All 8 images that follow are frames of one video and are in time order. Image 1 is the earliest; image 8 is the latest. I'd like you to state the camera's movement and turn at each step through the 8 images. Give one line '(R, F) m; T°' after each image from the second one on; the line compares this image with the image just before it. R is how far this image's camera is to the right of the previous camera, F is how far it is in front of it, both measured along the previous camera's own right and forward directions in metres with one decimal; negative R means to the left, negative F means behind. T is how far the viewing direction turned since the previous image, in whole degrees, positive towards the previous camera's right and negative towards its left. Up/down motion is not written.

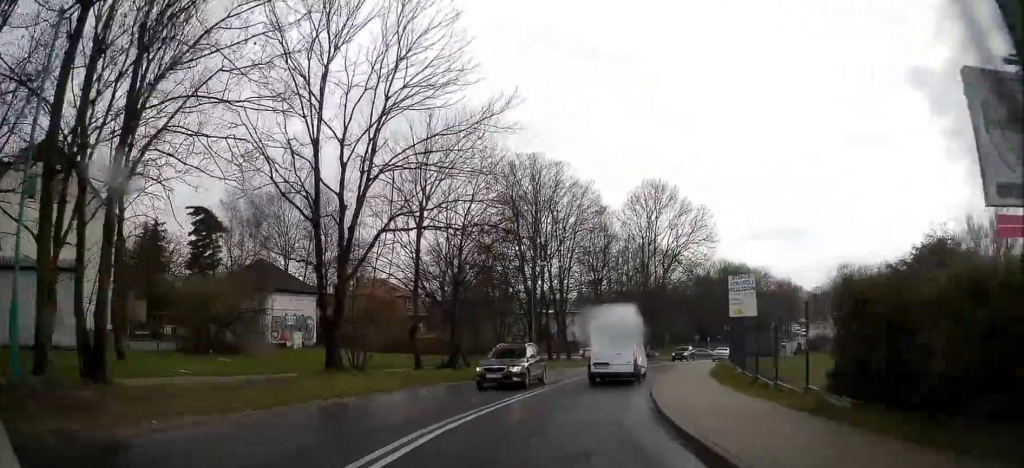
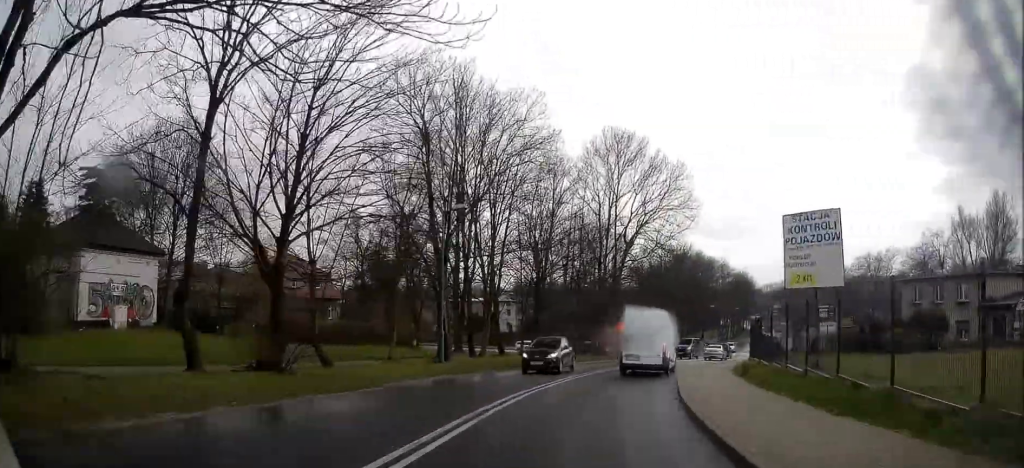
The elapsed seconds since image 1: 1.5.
(+0.1, +14.4) m; +4°
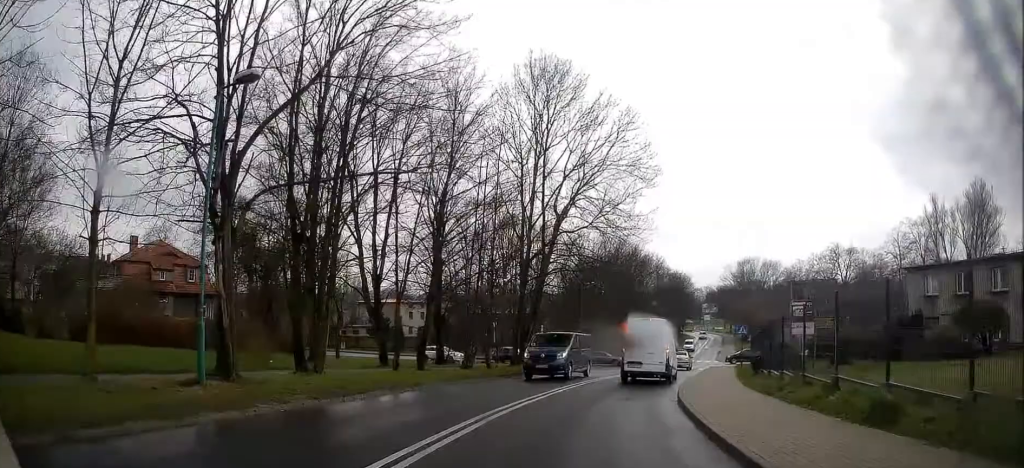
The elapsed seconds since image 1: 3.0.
(+0.8, +13.1) m; +7°
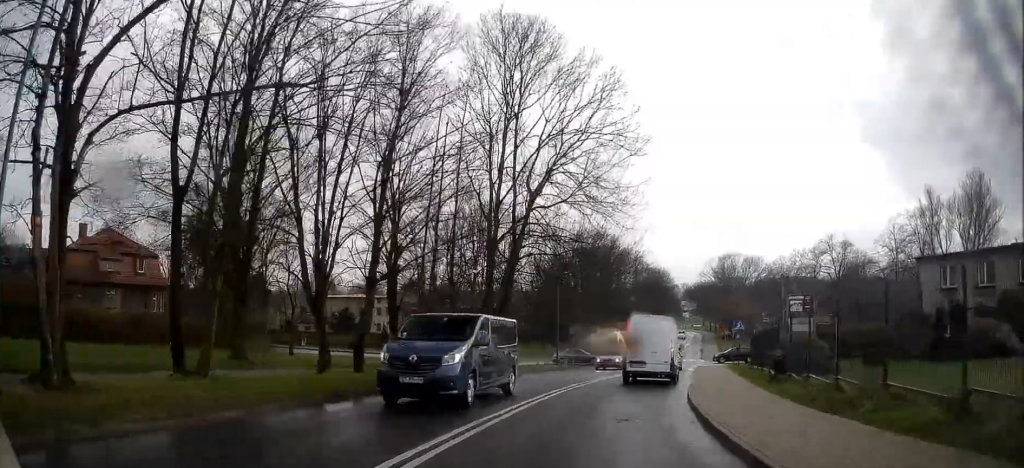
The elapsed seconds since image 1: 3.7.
(+0.1, +5.7) m; +3°
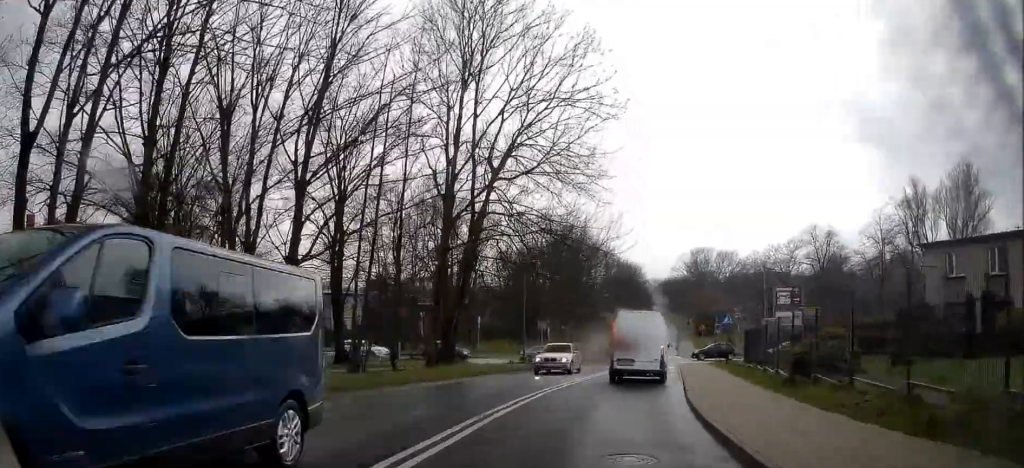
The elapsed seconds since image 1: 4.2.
(+0.2, +3.9) m; +1°
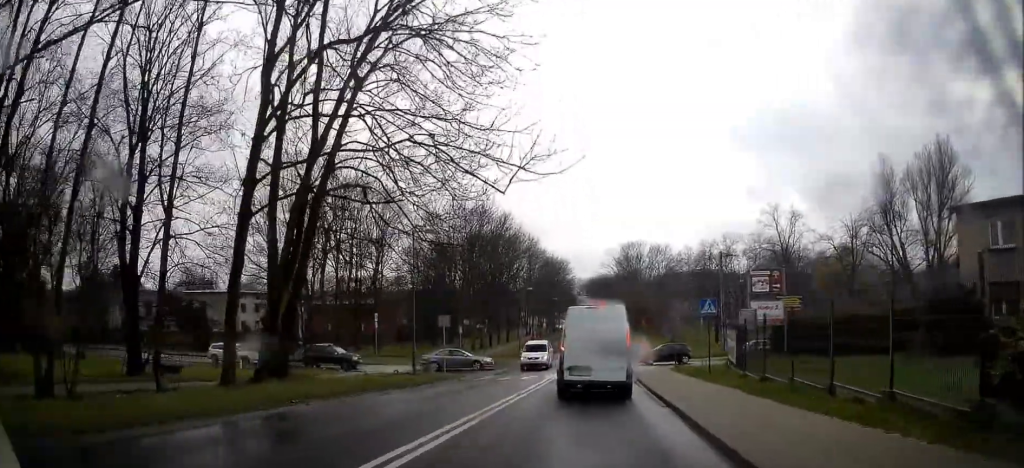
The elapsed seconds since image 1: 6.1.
(+0.7, +12.9) m; +8°
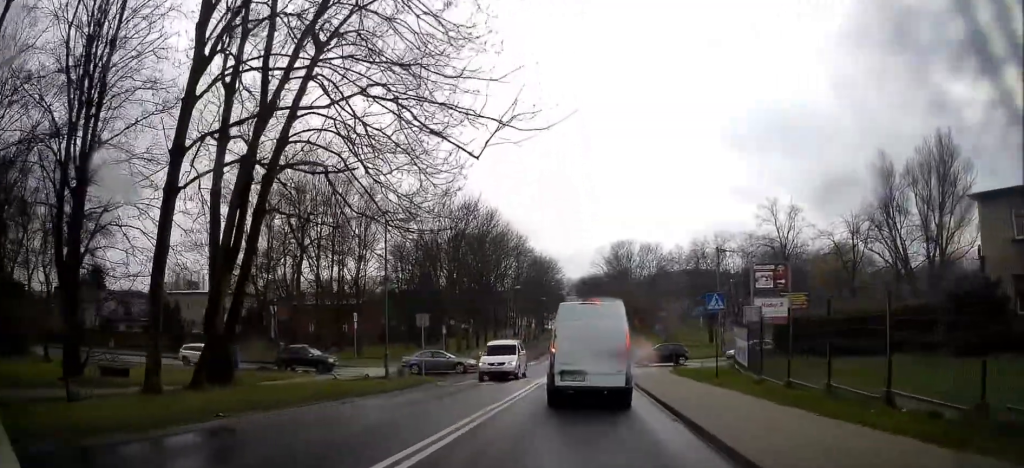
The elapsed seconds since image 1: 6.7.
(+0.2, +3.3) m; +4°
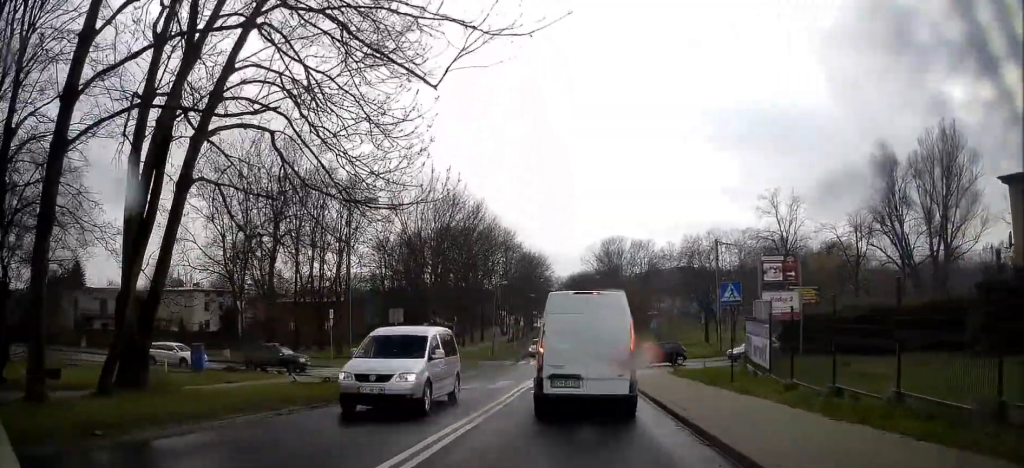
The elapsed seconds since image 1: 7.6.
(0.0, +3.6) m; -1°
